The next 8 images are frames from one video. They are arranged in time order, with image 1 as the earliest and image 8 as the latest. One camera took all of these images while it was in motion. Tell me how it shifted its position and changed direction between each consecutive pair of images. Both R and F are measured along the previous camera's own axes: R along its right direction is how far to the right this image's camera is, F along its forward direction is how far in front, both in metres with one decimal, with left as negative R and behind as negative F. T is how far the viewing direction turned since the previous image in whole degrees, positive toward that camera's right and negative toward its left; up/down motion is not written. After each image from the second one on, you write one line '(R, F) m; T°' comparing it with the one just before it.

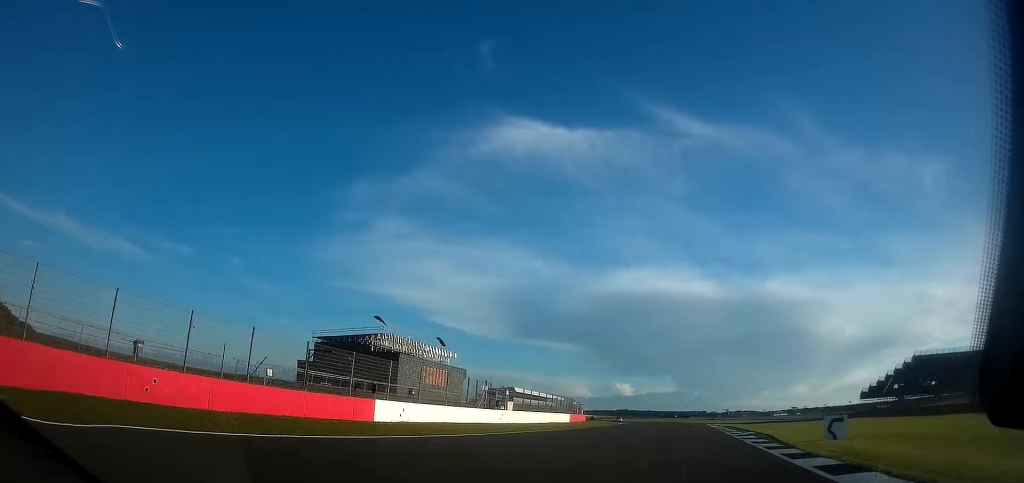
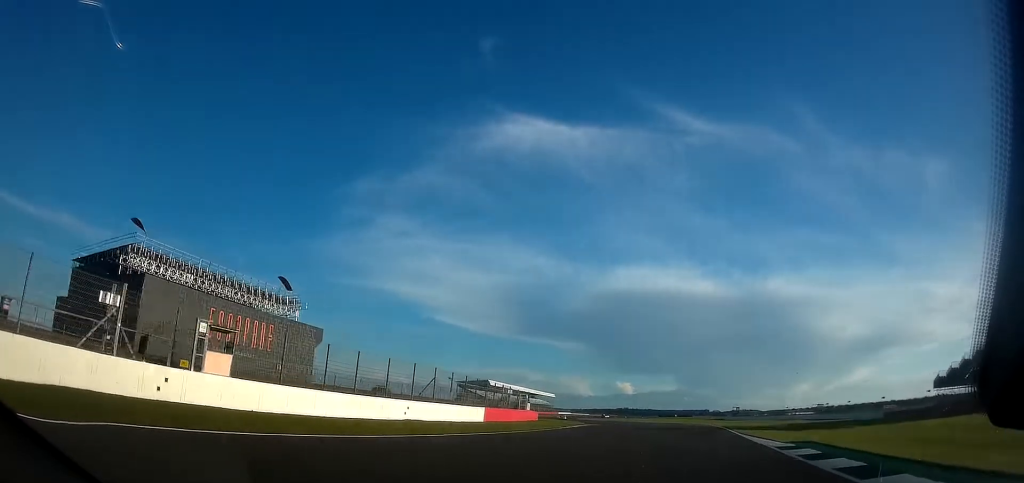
(-0.6, +44.1) m; -3°
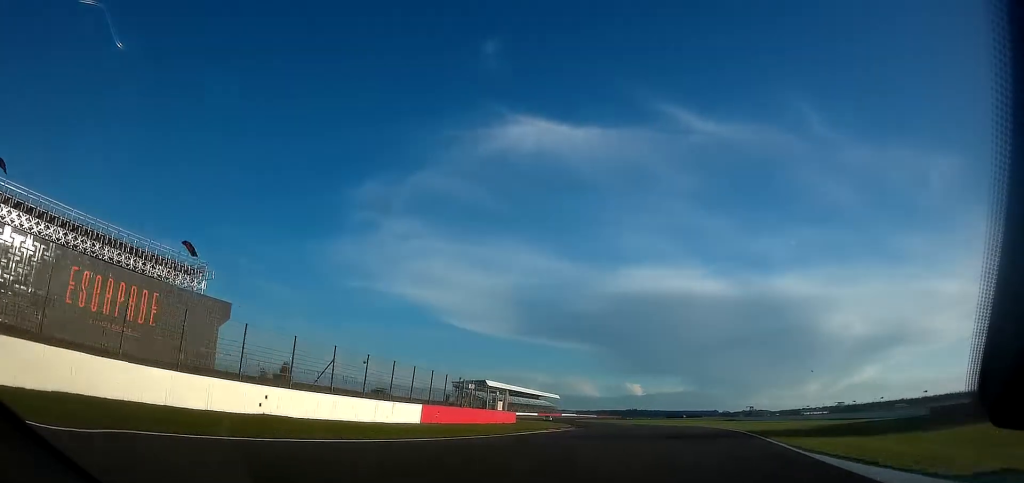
(+0.4, +18.3) m; -2°
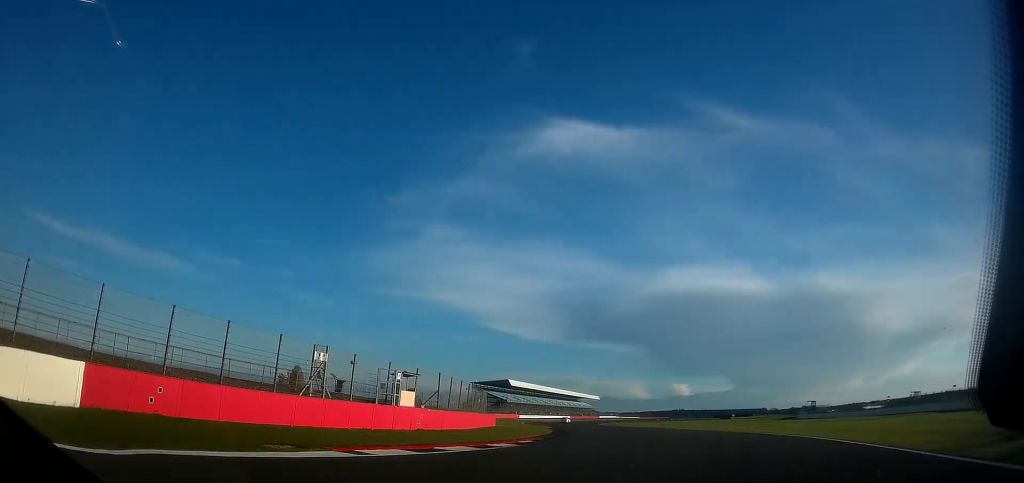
(-2.1, +33.1) m; -9°
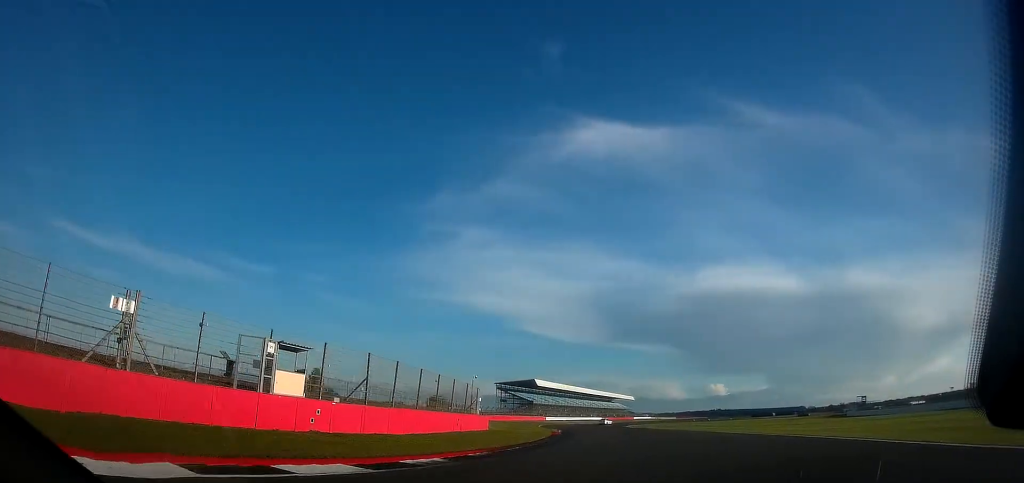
(-1.5, +15.1) m; -4°
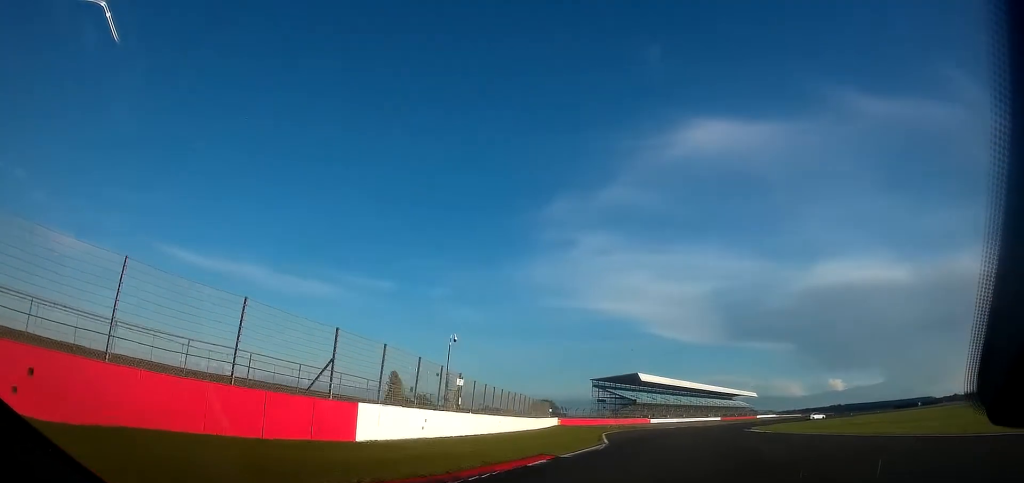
(-3.3, +40.9) m; -6°
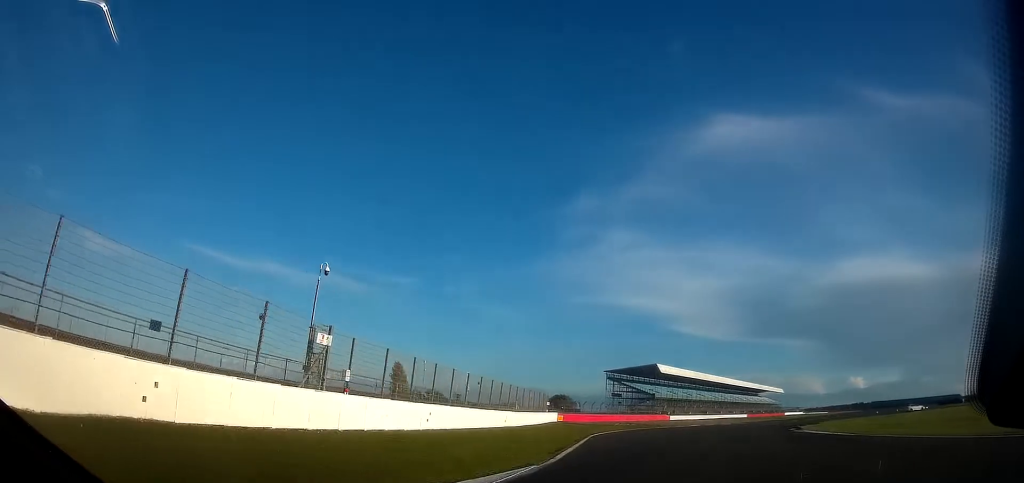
(+0.1, +16.8) m; +5°
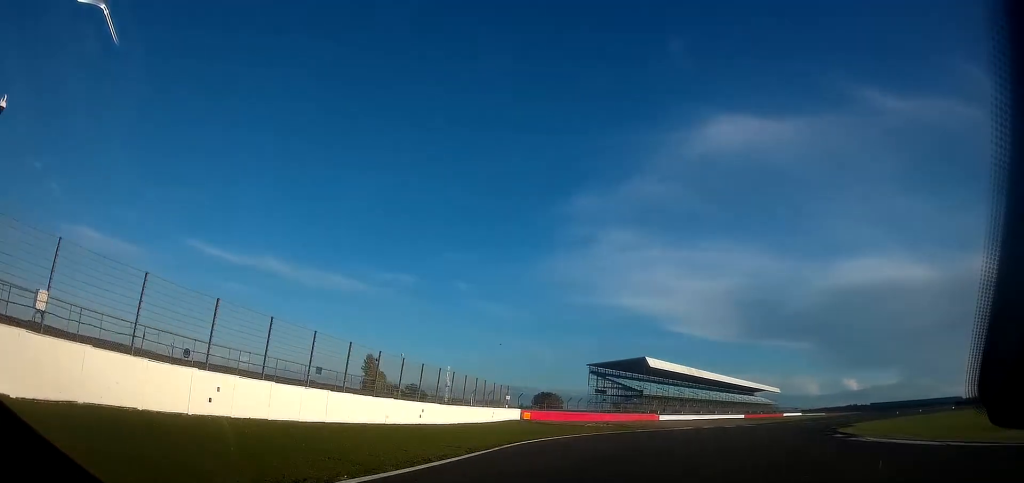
(+0.1, +15.0) m; +5°
